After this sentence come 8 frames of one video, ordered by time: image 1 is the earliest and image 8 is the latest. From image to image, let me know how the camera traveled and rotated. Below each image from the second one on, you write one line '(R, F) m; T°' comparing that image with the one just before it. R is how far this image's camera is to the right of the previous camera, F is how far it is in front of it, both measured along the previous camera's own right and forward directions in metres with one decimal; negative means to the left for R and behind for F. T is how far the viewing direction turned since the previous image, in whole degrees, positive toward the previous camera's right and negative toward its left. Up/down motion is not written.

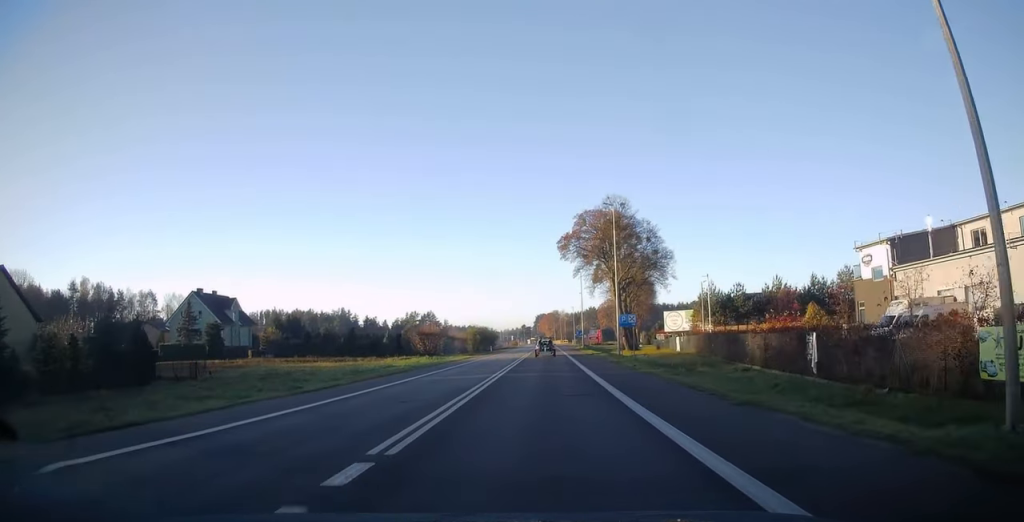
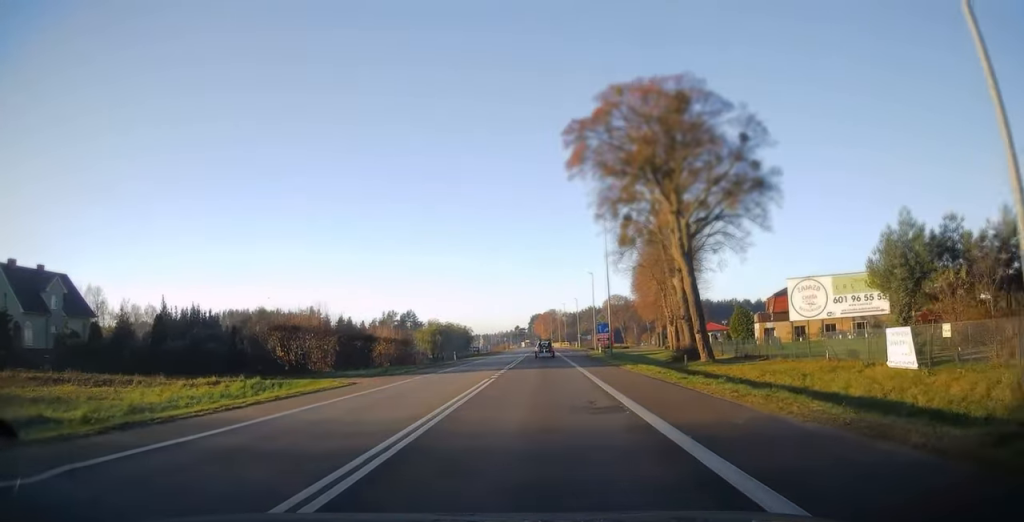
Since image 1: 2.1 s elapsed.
(0.0, +39.5) m; 0°
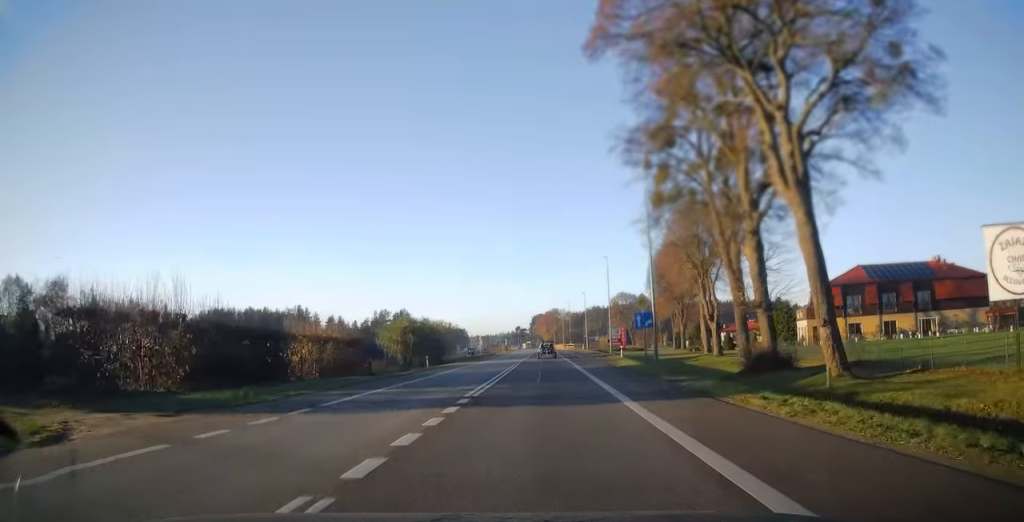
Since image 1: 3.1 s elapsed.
(+0.1, +17.6) m; 0°
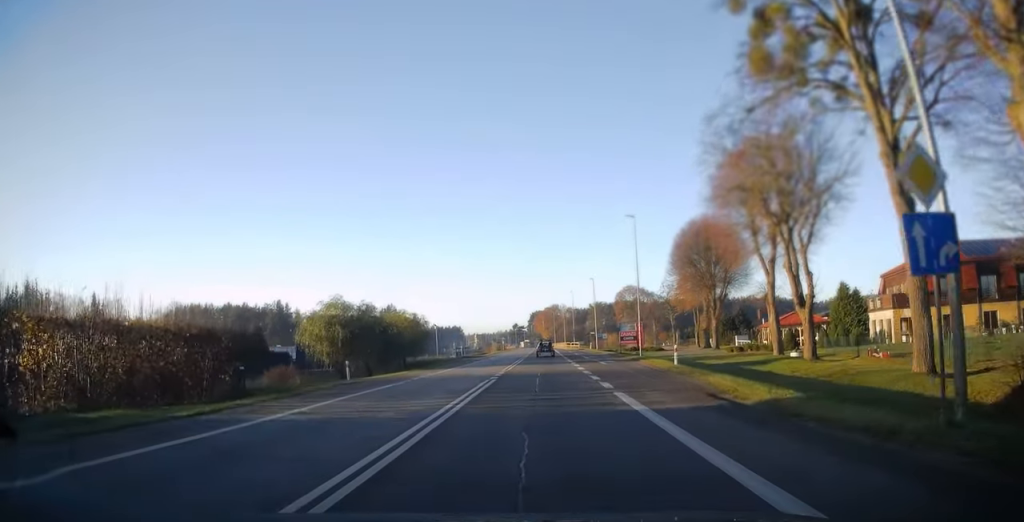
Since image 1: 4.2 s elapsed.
(-0.1, +21.3) m; 0°
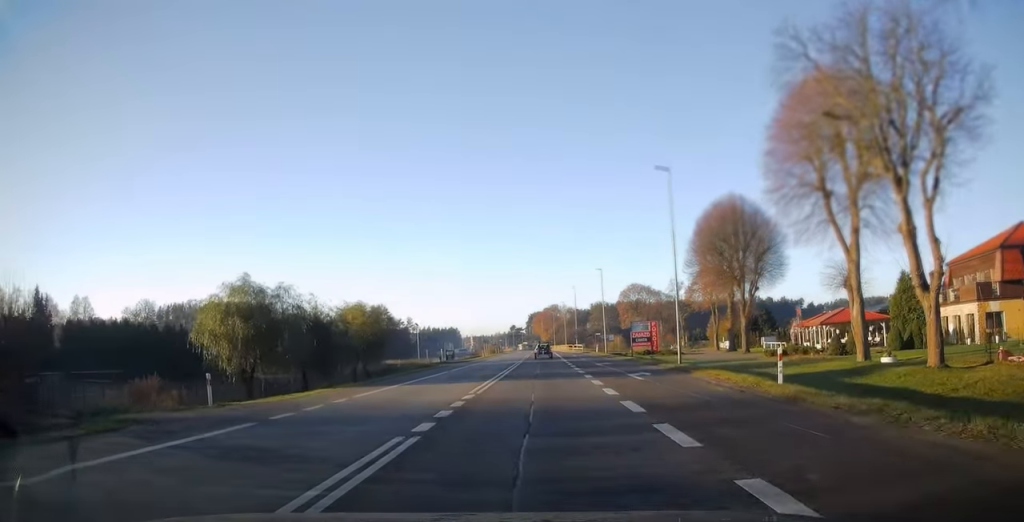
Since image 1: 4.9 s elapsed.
(+0.1, +13.5) m; +1°
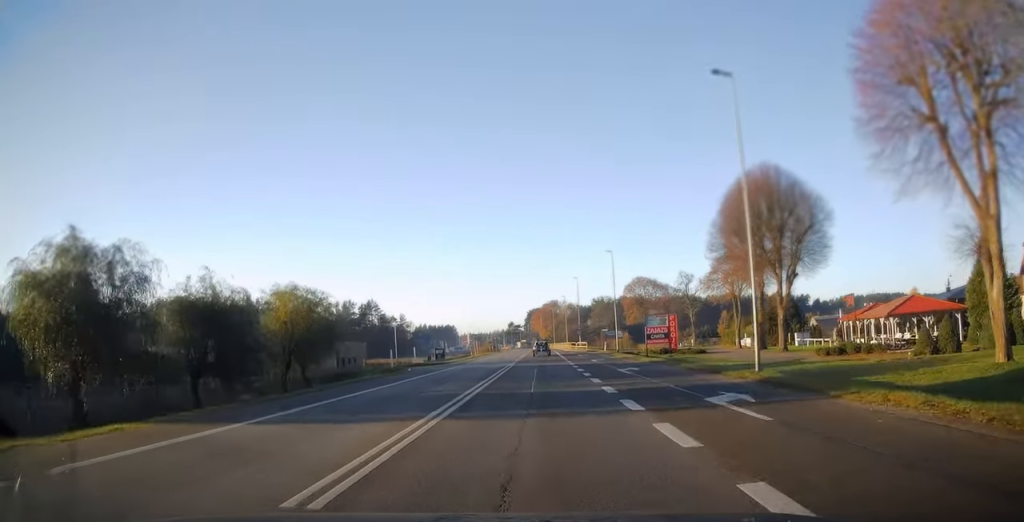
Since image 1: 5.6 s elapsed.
(0.0, +12.3) m; -1°
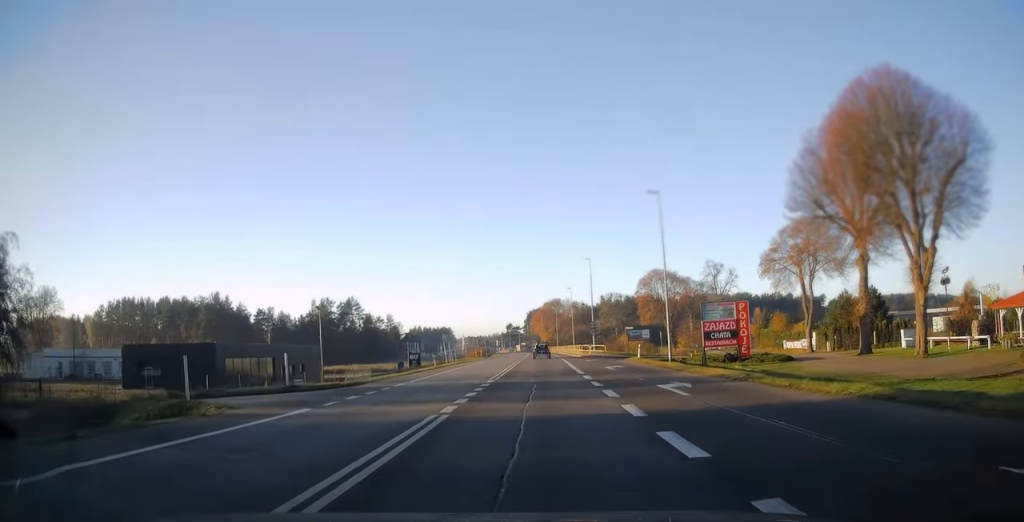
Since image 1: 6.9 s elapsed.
(-0.3, +24.9) m; -1°
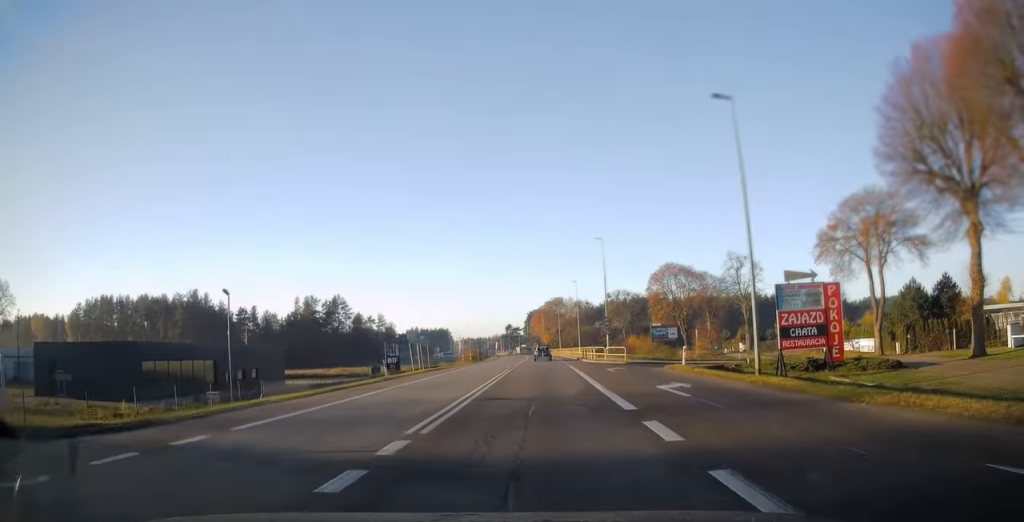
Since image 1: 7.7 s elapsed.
(0.0, +14.8) m; 0°
